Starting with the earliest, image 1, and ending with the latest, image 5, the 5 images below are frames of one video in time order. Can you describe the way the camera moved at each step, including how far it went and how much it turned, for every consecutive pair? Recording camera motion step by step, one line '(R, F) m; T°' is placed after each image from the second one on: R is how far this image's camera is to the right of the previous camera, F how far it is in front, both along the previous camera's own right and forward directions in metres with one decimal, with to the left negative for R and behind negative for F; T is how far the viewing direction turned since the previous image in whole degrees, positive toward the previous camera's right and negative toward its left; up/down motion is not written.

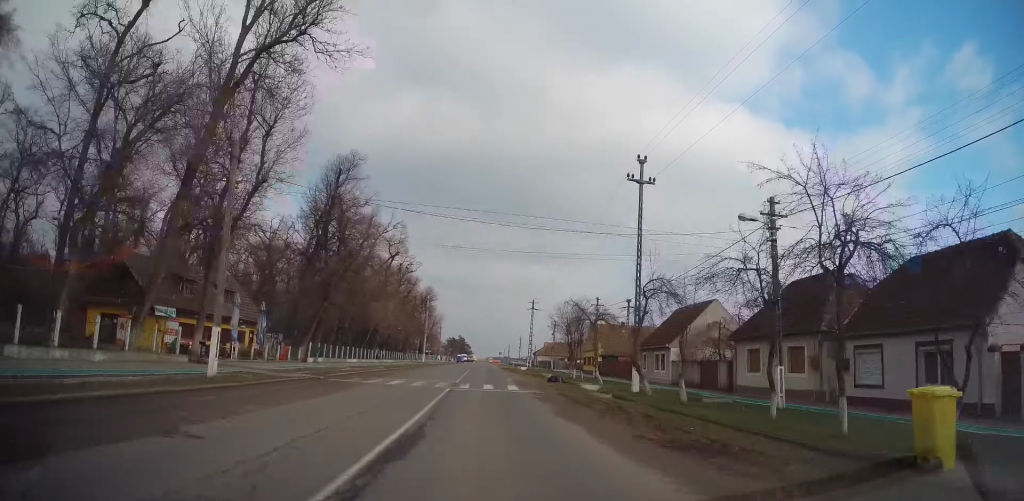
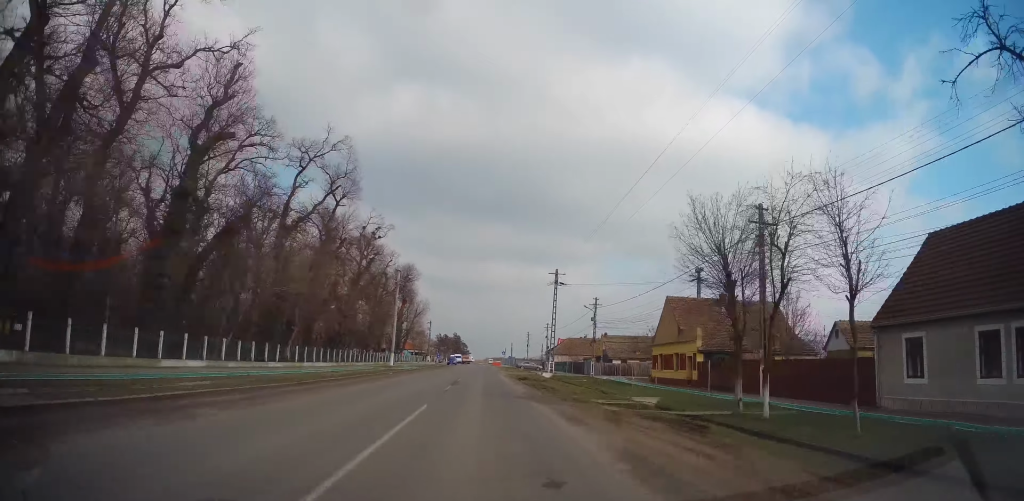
(-0.5, +32.7) m; -2°
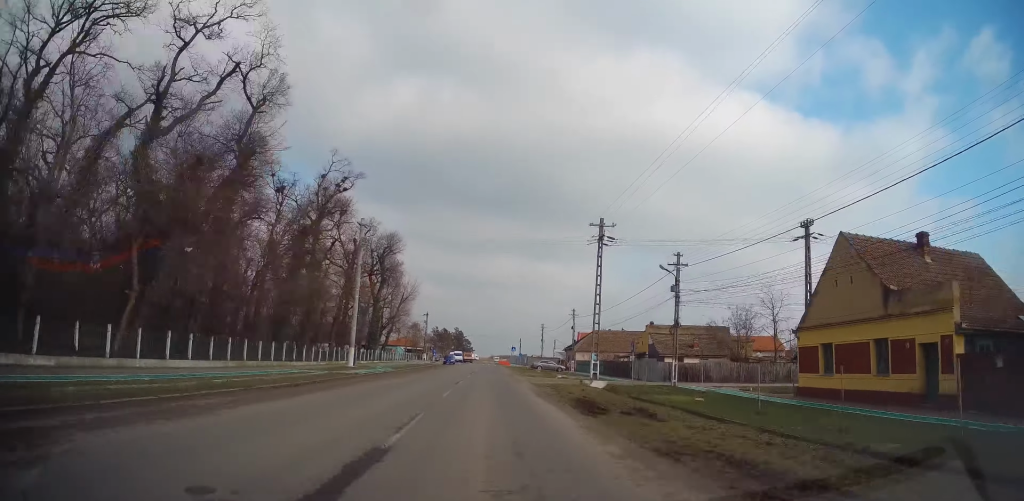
(-0.7, +21.9) m; -3°
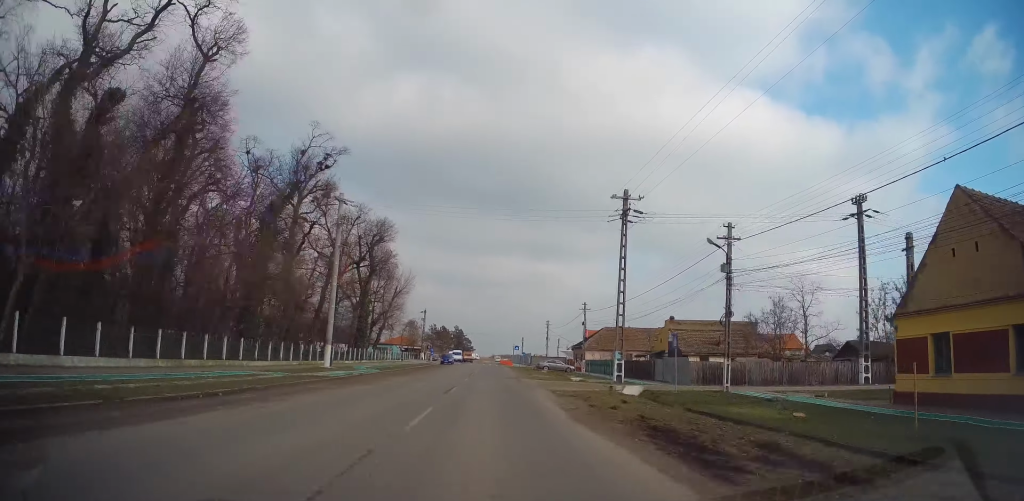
(+0.2, +6.8) m; +1°
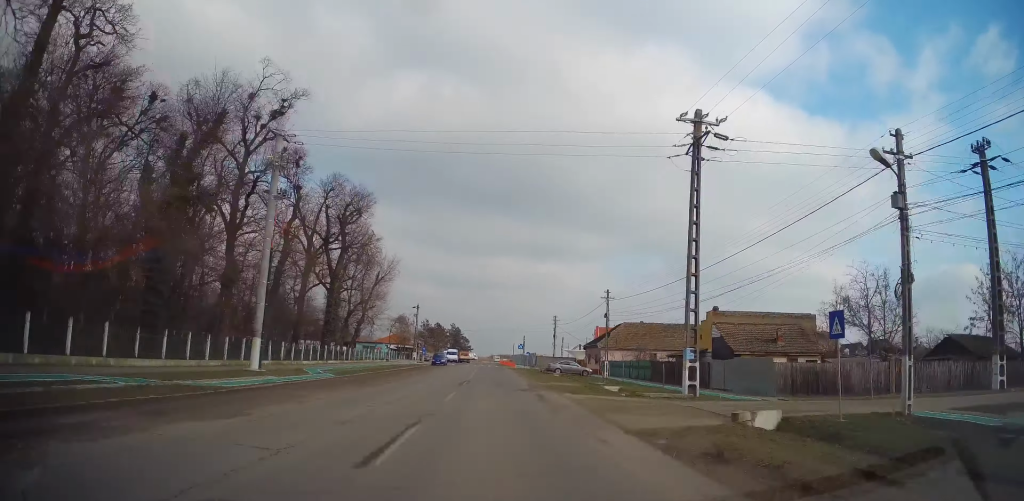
(+0.2, +11.8) m; +2°
